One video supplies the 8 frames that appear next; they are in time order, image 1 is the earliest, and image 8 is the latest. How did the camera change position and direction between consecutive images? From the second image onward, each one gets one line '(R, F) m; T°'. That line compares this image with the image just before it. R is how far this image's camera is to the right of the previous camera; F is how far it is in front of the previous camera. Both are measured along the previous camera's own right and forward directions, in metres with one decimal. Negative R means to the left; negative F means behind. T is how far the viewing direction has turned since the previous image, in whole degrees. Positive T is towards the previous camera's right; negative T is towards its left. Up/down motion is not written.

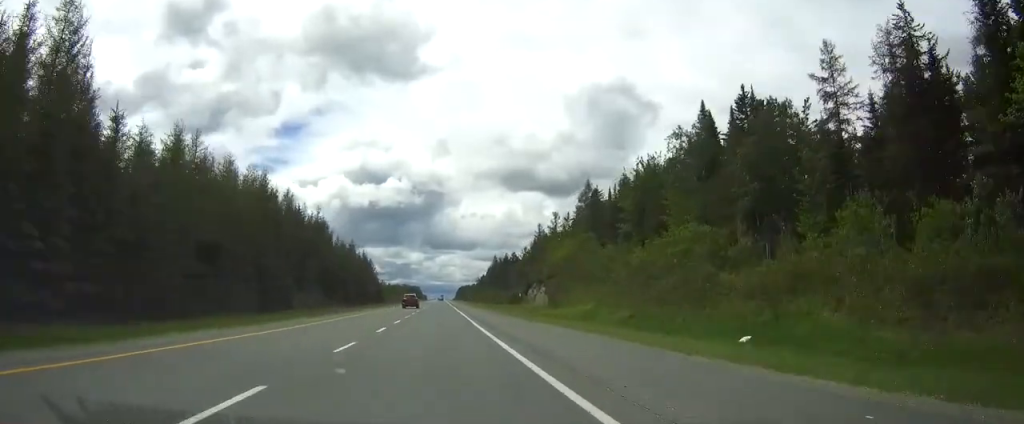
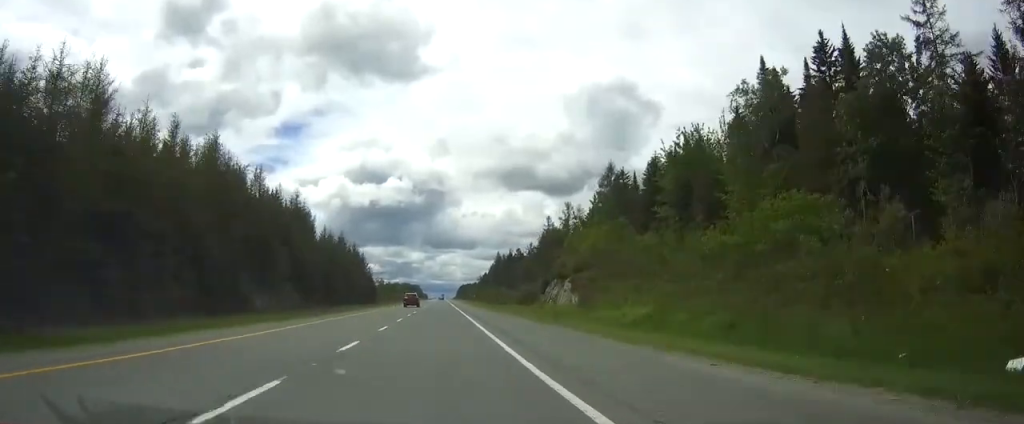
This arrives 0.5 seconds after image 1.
(0.0, +16.9) m; 0°
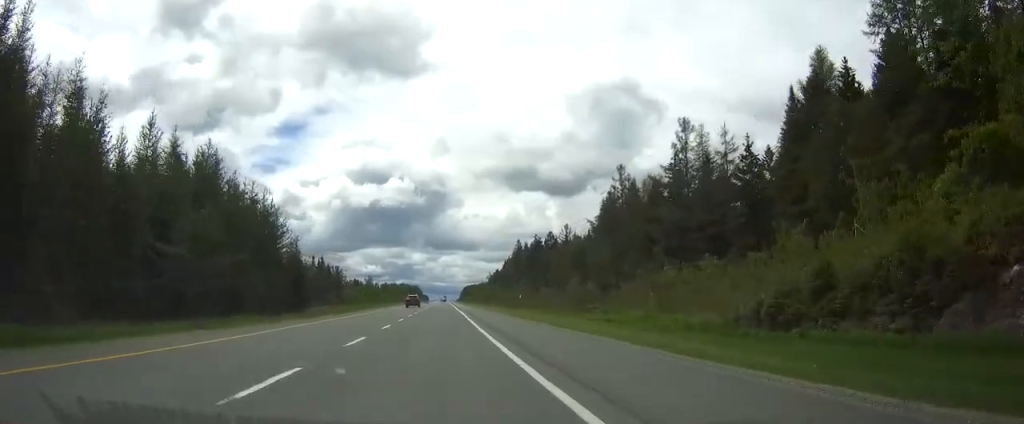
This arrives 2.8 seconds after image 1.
(-0.1, +79.4) m; 0°
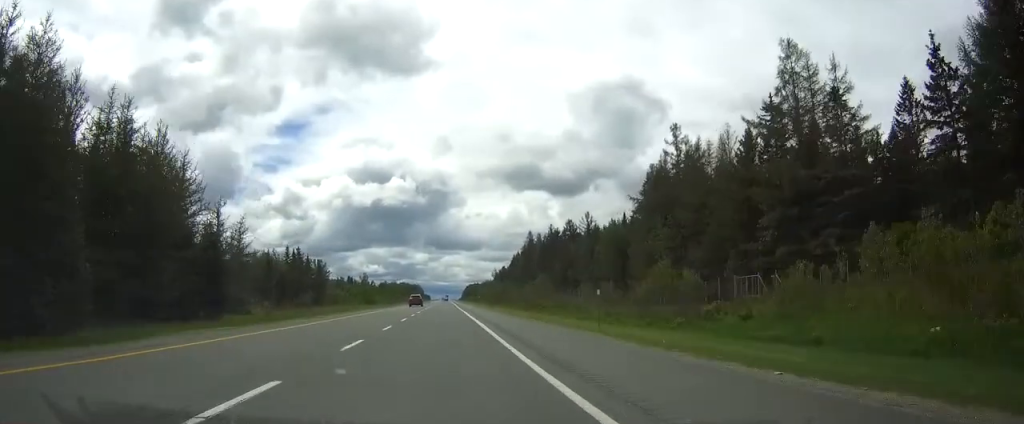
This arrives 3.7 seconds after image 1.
(0.0, +28.4) m; 0°
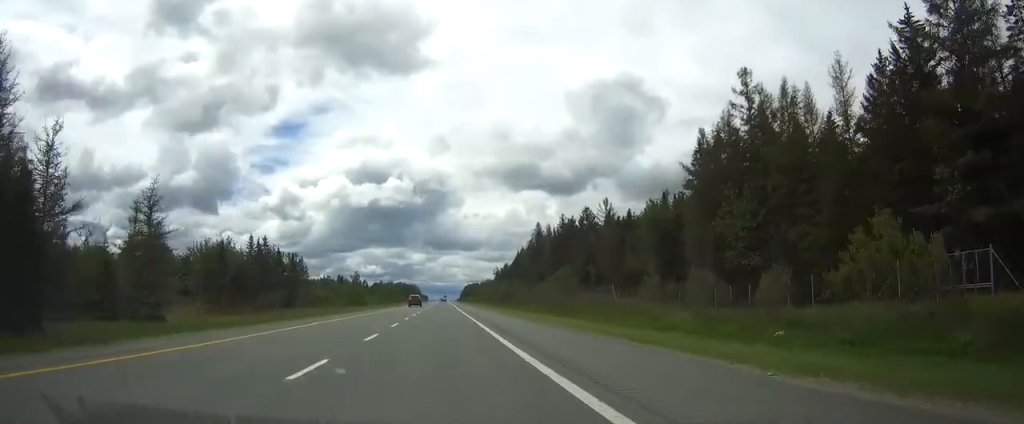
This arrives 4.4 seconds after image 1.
(0.0, +23.8) m; 0°
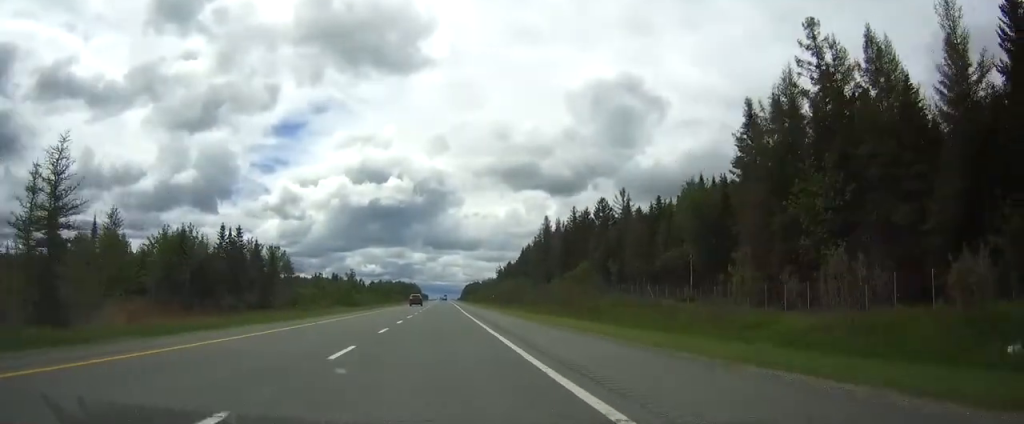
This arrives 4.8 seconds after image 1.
(-0.1, +14.8) m; 0°
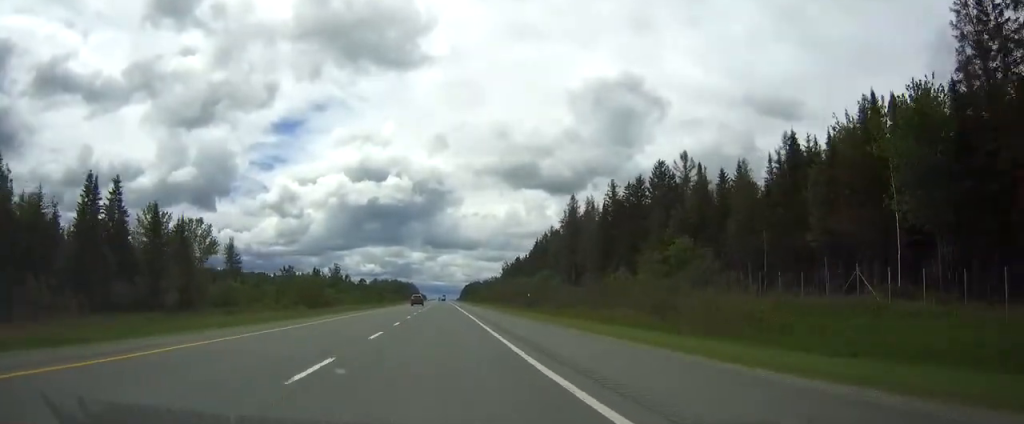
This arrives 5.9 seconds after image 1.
(+0.1, +38.5) m; 0°
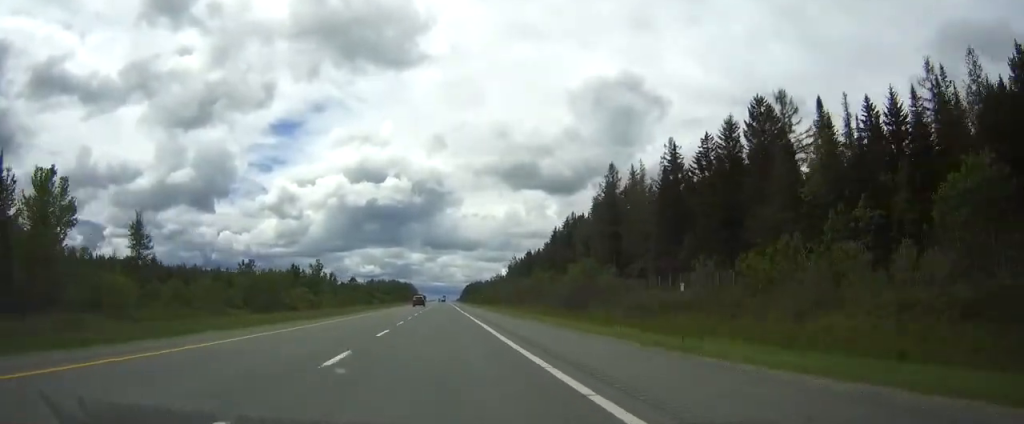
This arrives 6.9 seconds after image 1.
(0.0, +34.0) m; 0°
